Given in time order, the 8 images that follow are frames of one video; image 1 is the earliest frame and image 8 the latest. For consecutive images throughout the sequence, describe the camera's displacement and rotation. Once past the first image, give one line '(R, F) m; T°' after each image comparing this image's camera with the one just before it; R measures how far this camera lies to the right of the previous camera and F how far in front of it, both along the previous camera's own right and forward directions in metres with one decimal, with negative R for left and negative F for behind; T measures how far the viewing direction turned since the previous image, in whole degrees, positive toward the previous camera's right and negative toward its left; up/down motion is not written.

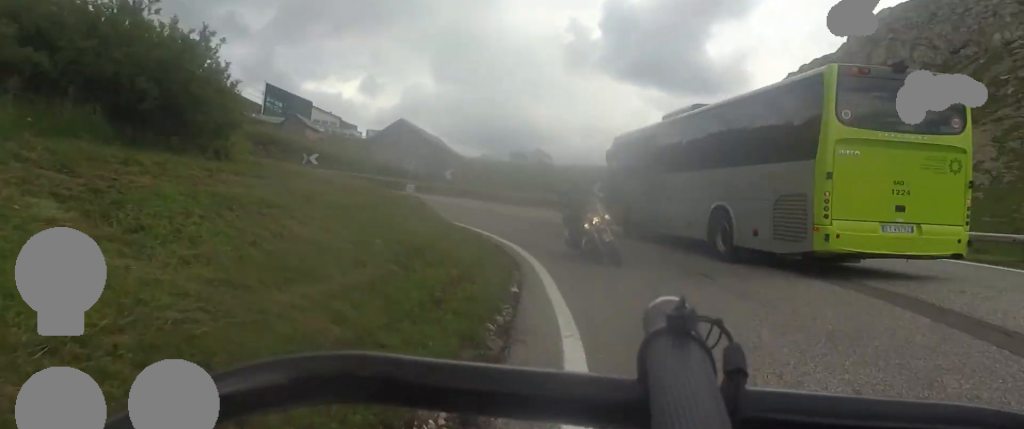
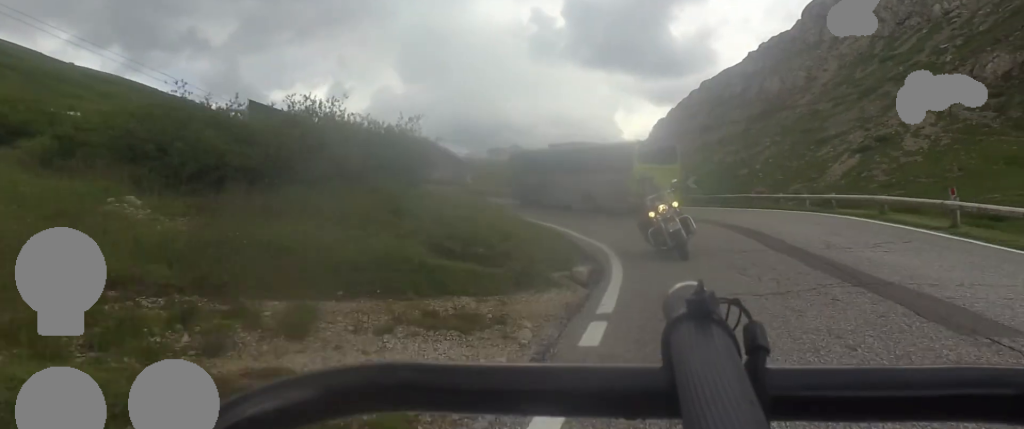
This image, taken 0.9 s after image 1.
(0.0, +9.6) m; 0°
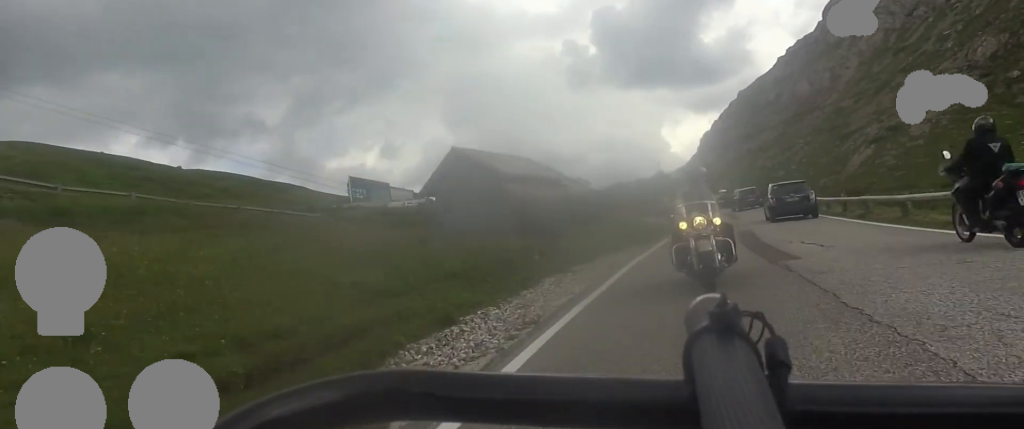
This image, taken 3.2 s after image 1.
(+1.7, +30.9) m; +5°
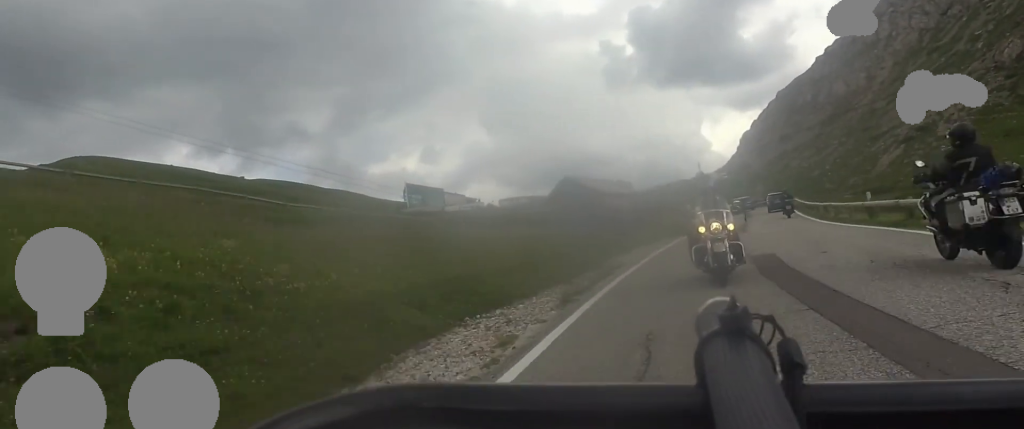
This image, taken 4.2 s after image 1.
(-0.1, +15.5) m; -4°
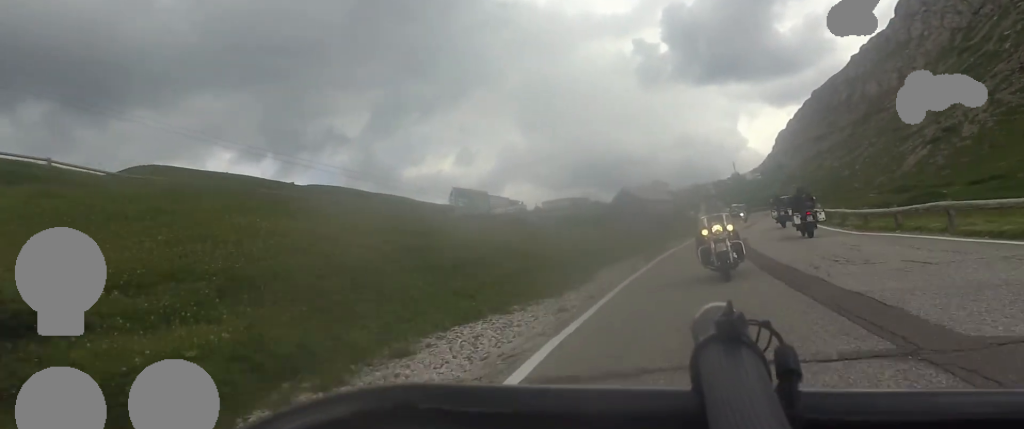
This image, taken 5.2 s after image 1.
(-0.9, +14.5) m; -5°
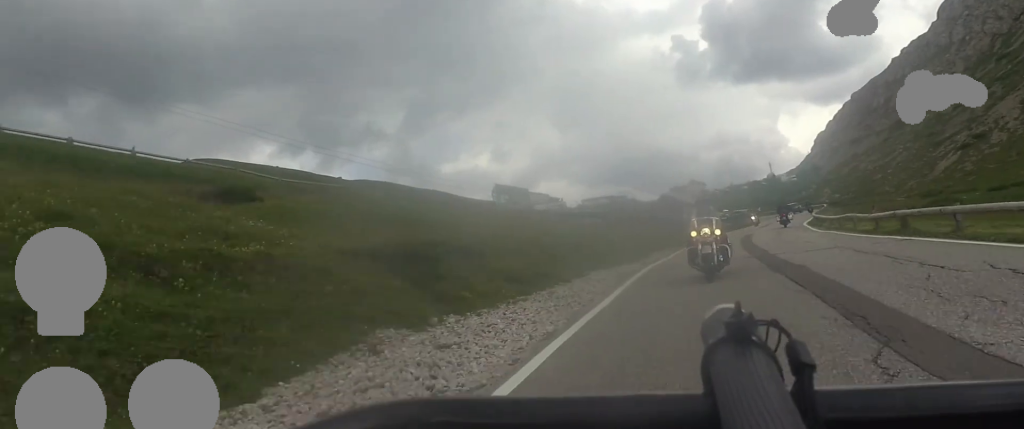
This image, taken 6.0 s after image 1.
(-0.5, +12.2) m; -2°
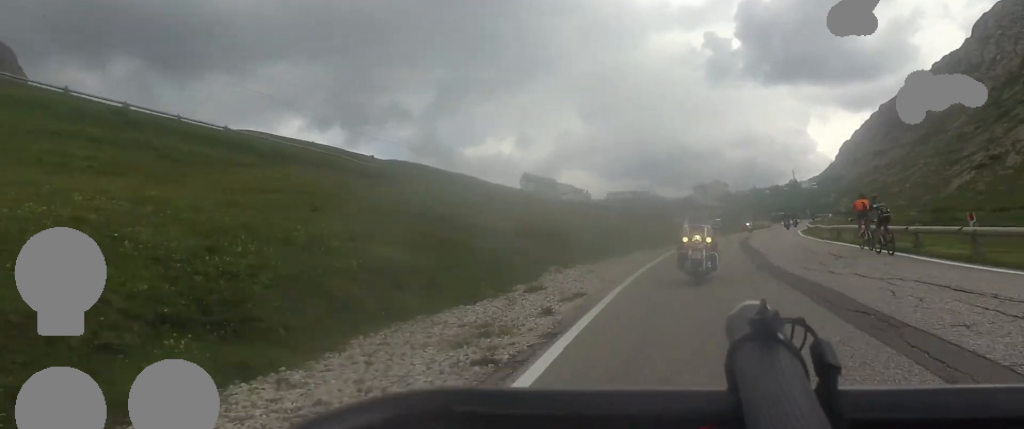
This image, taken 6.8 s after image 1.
(+0.1, +11.0) m; +1°
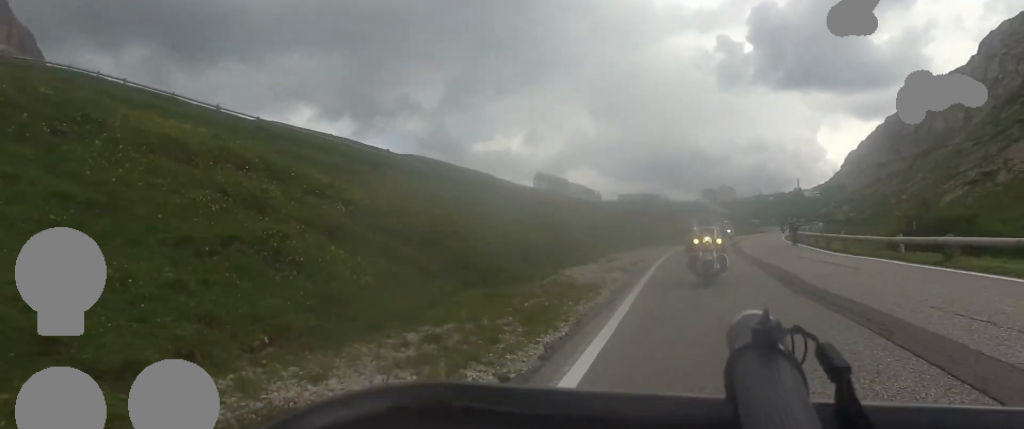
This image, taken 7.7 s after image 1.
(+0.1, +13.2) m; +4°
